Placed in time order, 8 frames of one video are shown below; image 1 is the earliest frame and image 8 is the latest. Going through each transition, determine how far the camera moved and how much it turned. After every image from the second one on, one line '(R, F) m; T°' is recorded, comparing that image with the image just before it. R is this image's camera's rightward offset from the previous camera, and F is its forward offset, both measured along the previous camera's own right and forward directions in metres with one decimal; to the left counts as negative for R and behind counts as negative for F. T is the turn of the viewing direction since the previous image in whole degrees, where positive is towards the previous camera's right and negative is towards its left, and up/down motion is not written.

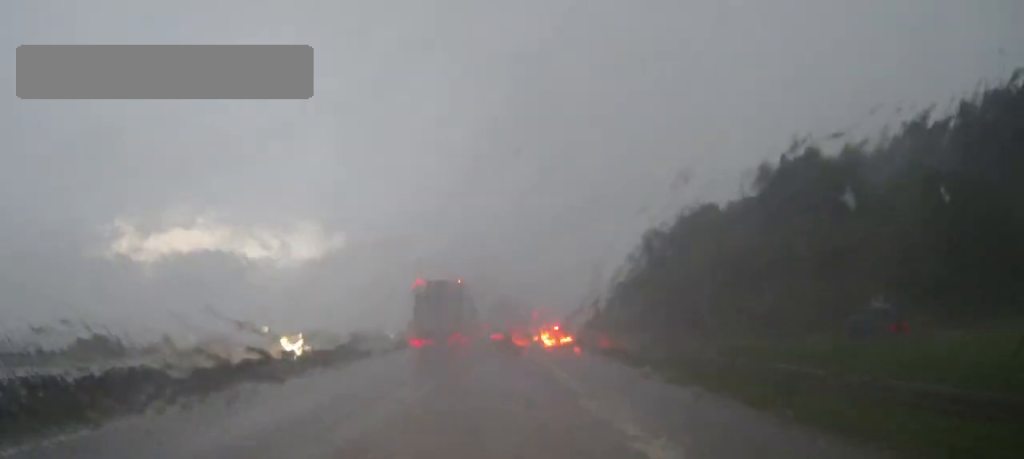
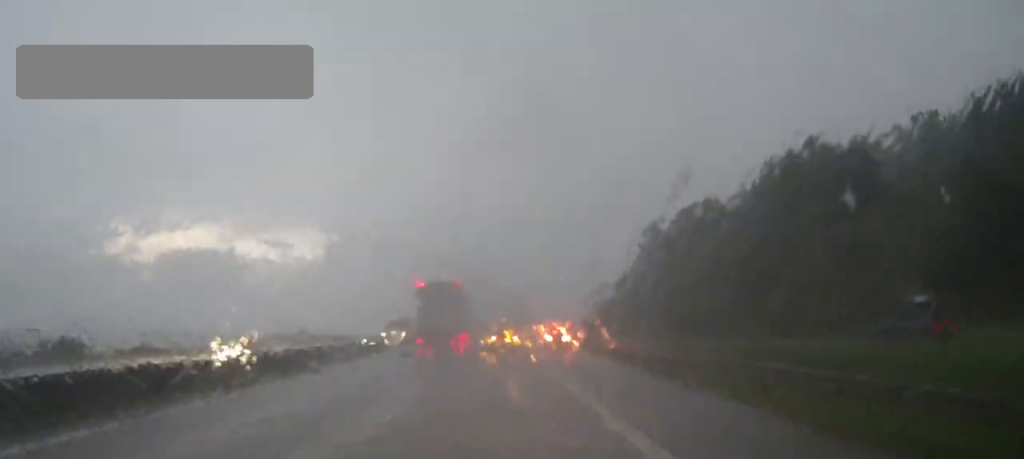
(0.0, +4.4) m; 0°
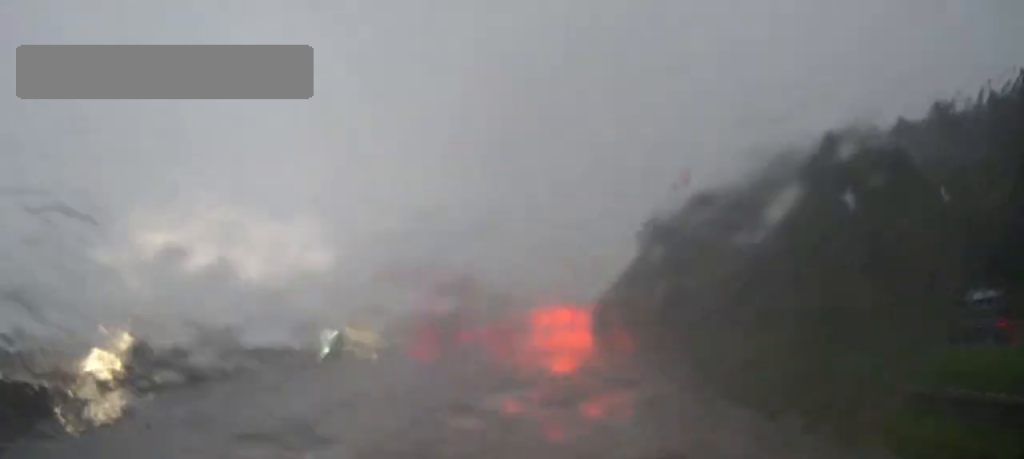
(0.0, +5.5) m; 0°
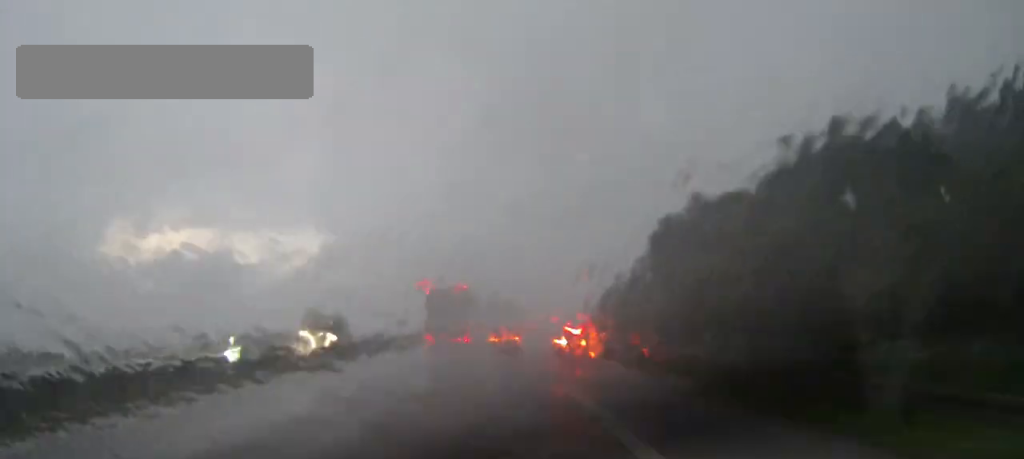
(0.0, +6.5) m; 0°
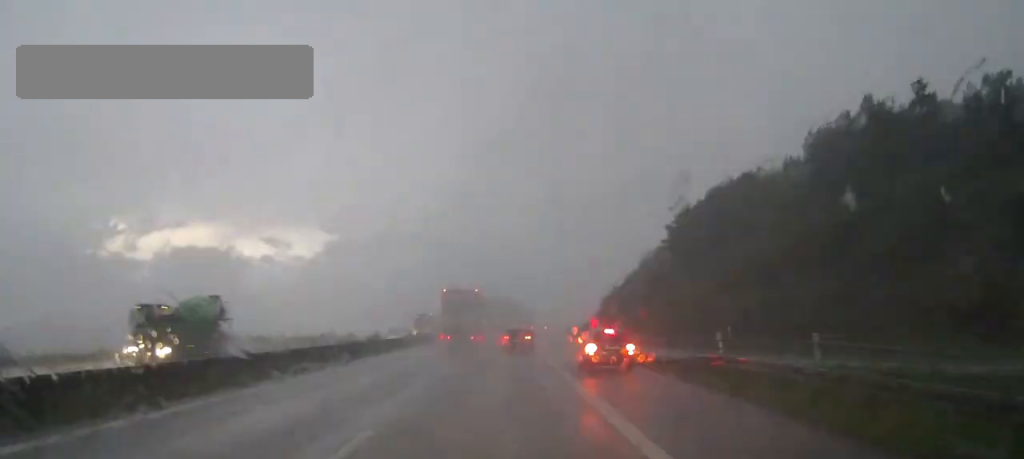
(0.0, +10.7) m; 0°
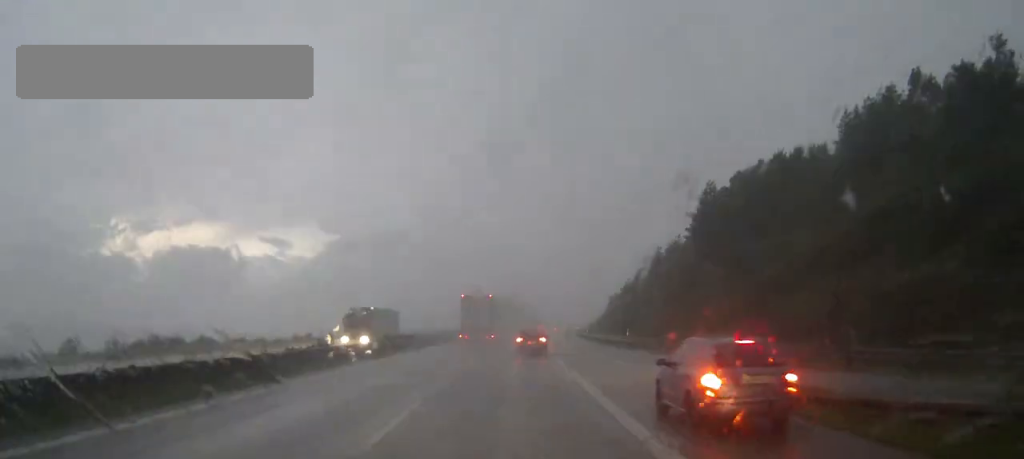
(+0.1, +14.0) m; +1°
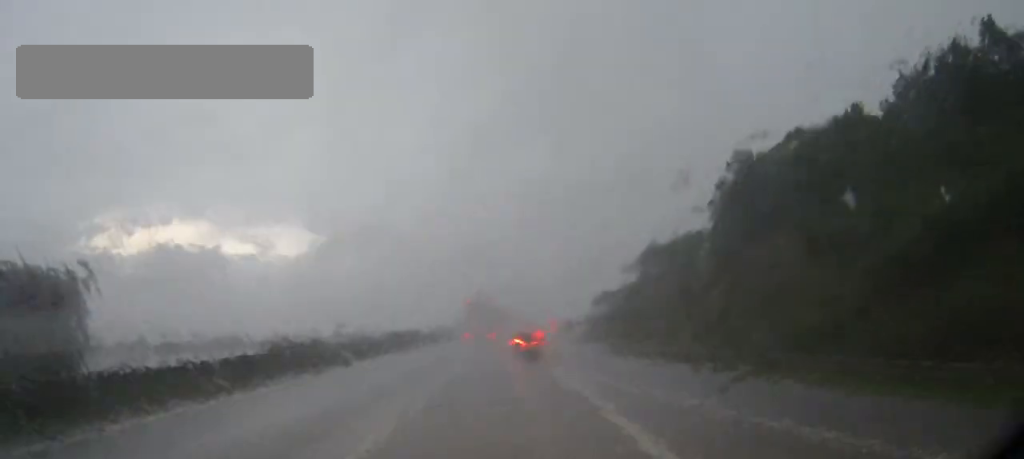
(+0.3, +20.6) m; +1°
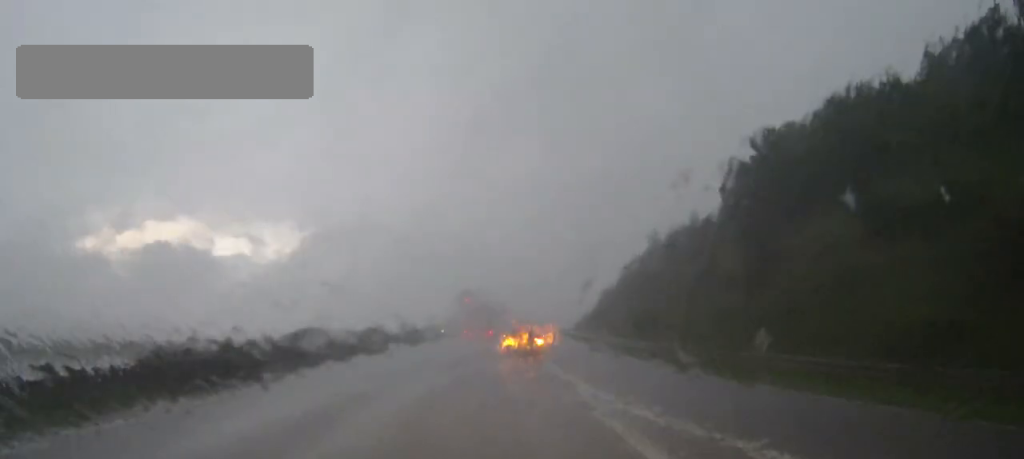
(0.0, +10.0) m; 0°
